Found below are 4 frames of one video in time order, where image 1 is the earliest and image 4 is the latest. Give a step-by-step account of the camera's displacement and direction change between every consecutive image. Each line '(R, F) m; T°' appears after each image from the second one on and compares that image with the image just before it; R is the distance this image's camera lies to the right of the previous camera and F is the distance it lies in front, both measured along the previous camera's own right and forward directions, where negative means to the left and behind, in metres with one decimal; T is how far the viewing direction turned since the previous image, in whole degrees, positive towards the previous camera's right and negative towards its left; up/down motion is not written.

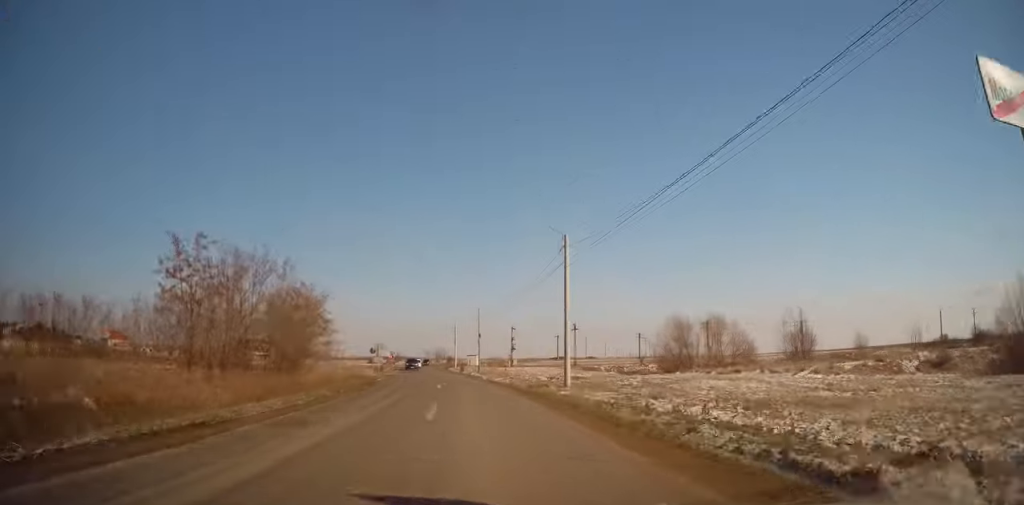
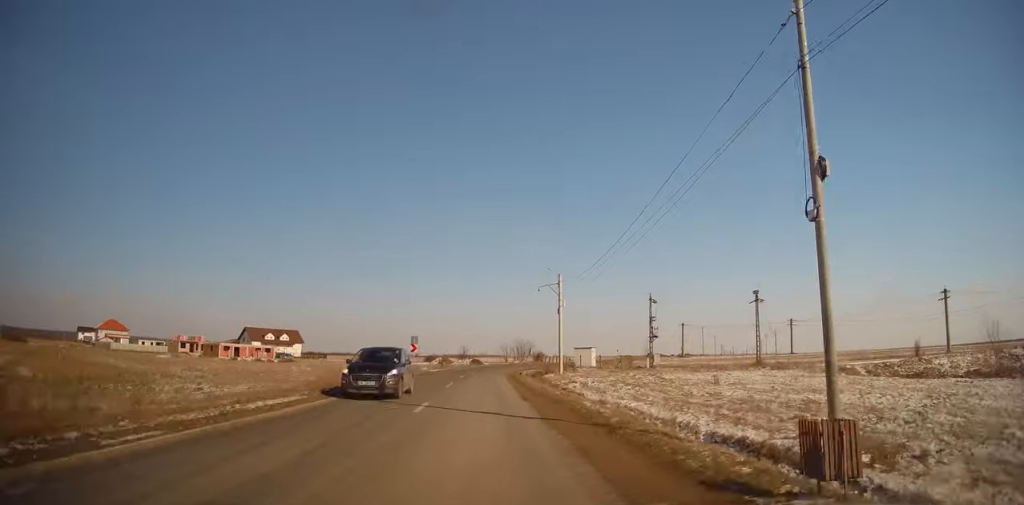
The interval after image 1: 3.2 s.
(-3.8, +57.9) m; -9°
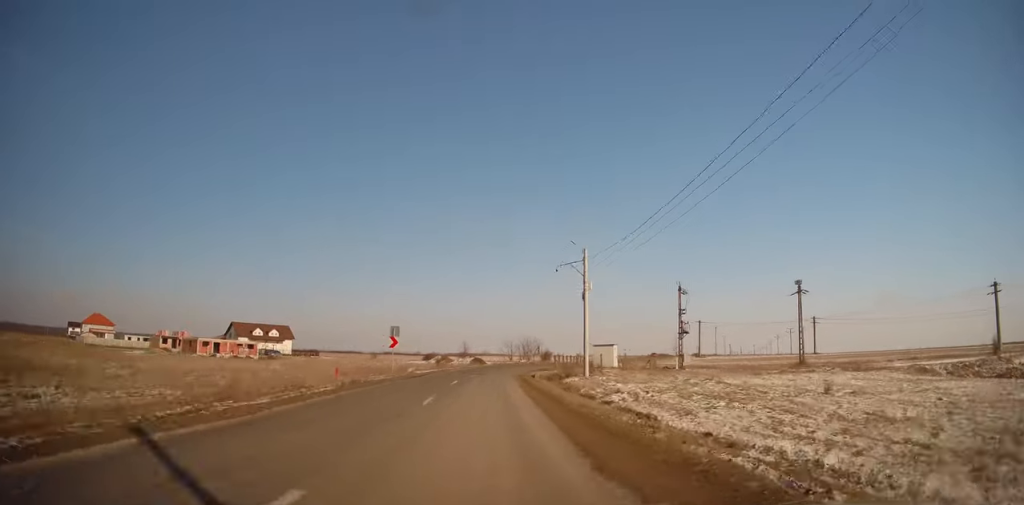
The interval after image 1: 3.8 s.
(-0.1, +10.5) m; -1°
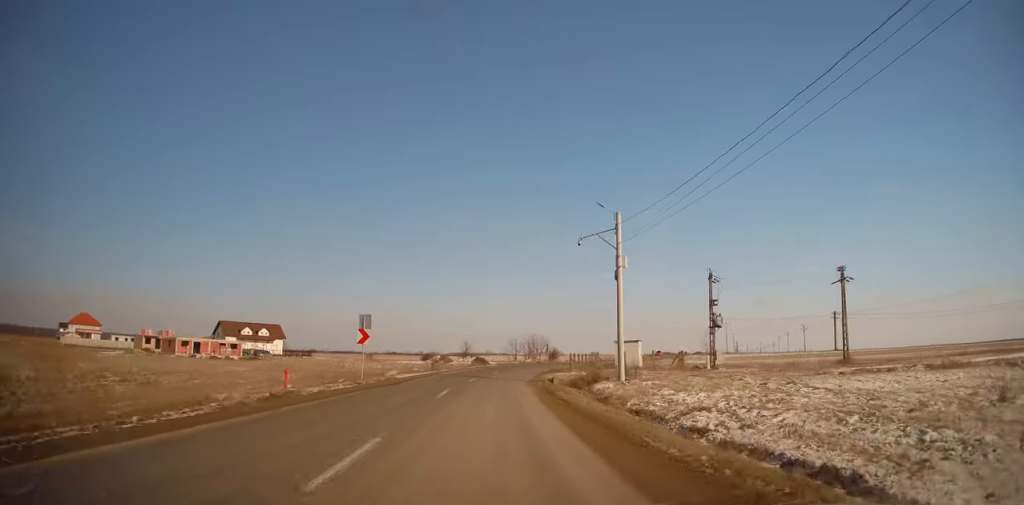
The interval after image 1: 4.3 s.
(-0.2, +8.8) m; 0°
